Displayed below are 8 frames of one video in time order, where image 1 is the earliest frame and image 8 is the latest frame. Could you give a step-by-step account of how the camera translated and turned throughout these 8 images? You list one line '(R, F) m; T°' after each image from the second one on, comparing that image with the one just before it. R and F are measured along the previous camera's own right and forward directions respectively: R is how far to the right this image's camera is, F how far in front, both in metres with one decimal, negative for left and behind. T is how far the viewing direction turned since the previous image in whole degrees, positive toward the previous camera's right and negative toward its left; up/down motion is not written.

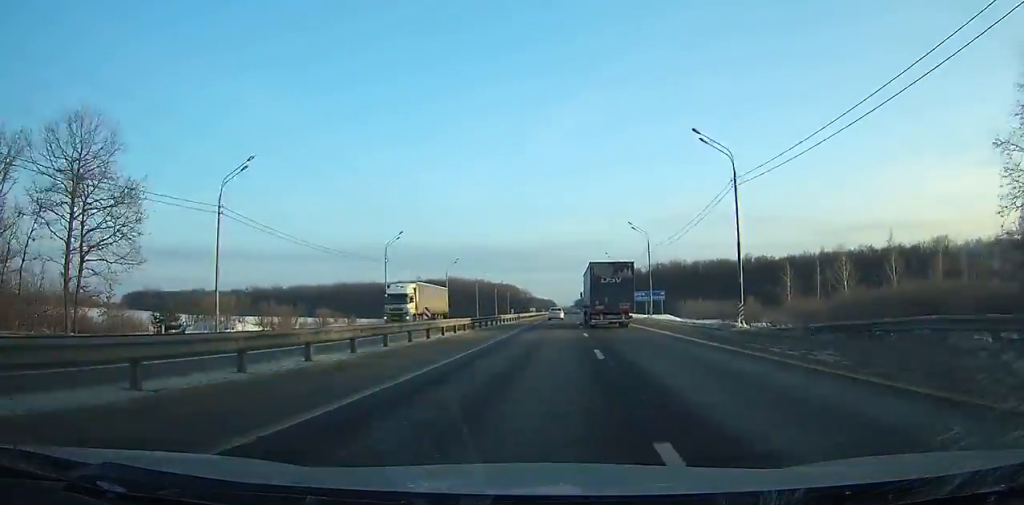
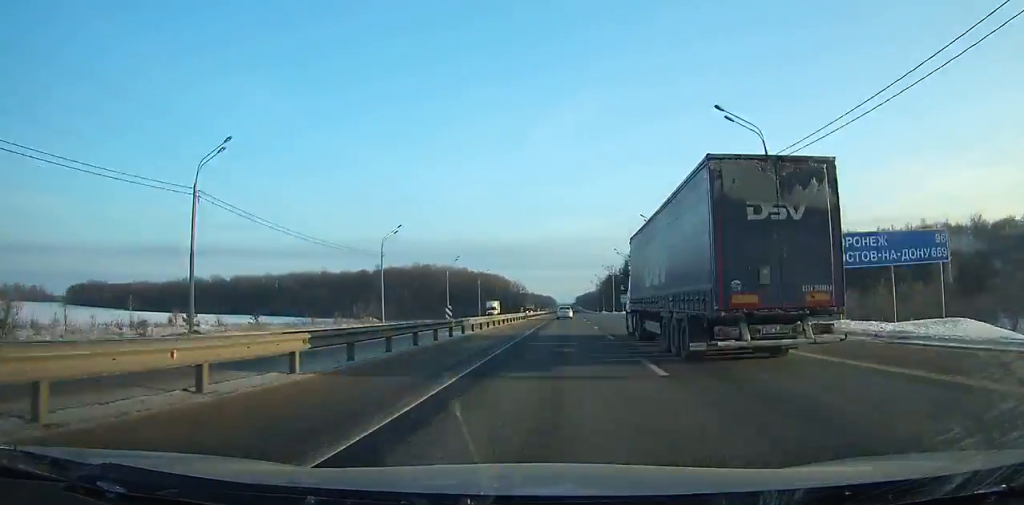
(+0.3, +77.2) m; +1°
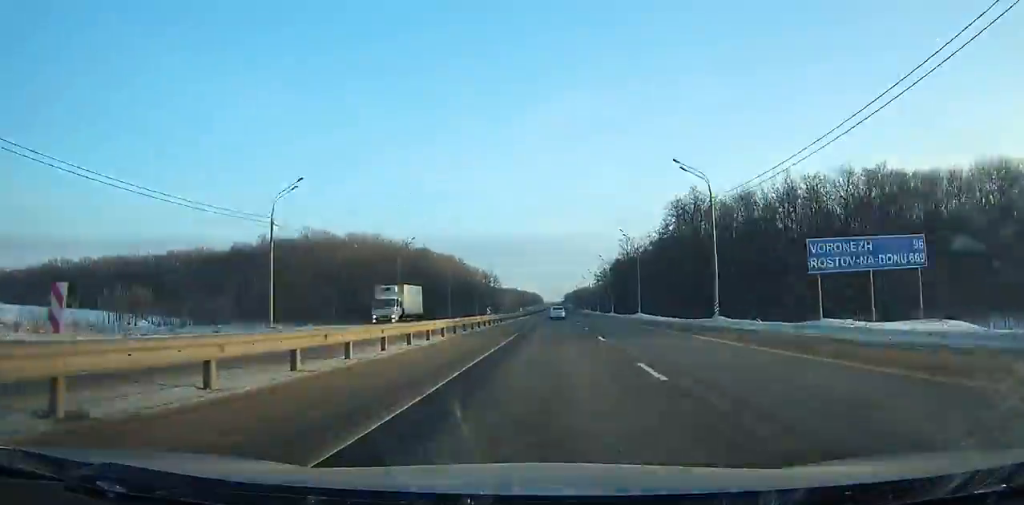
(+0.7, +99.1) m; +1°
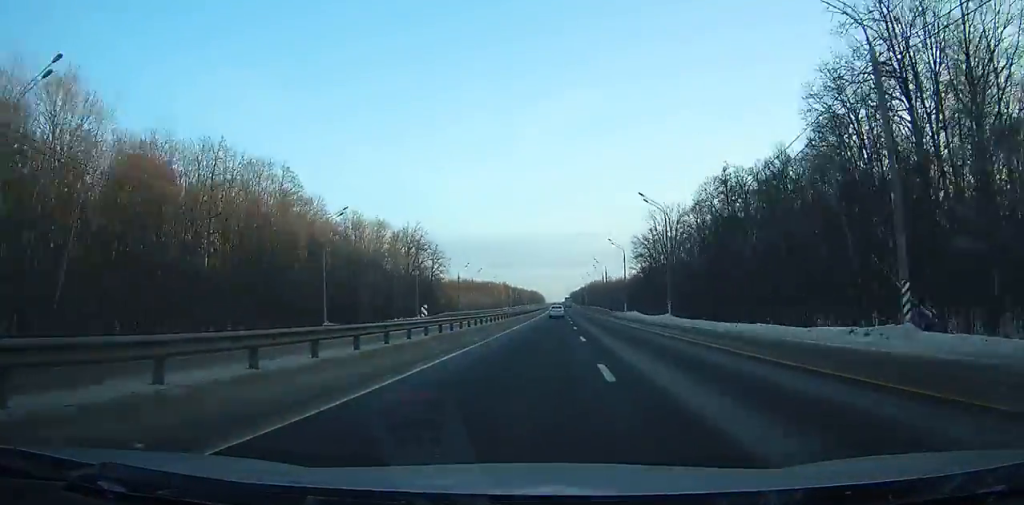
(-0.4, +135.0) m; 0°
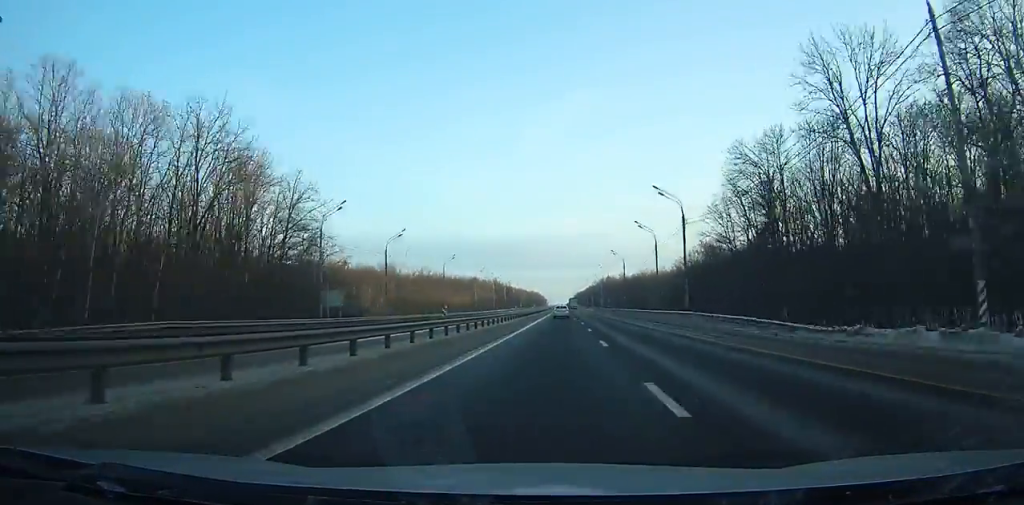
(-0.2, +76.2) m; 0°
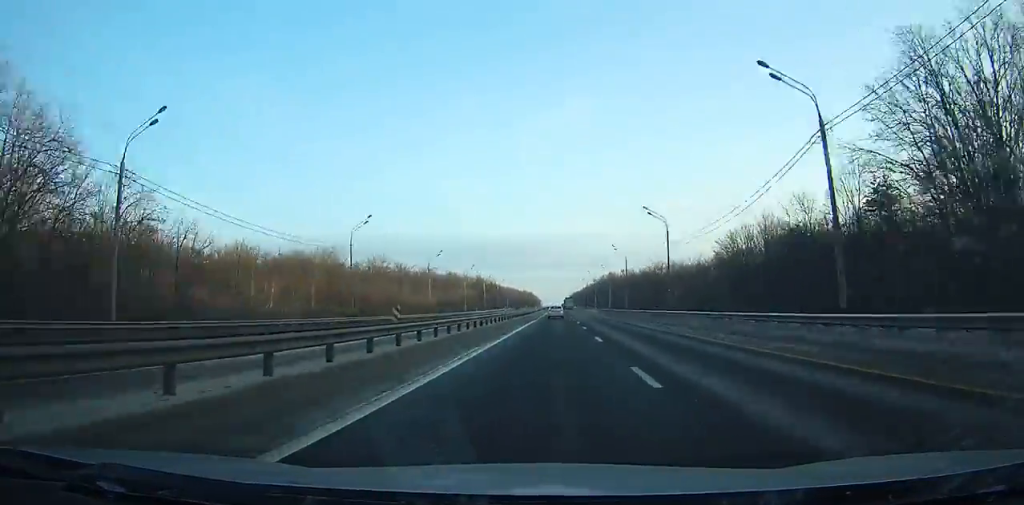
(-0.1, +46.1) m; 0°
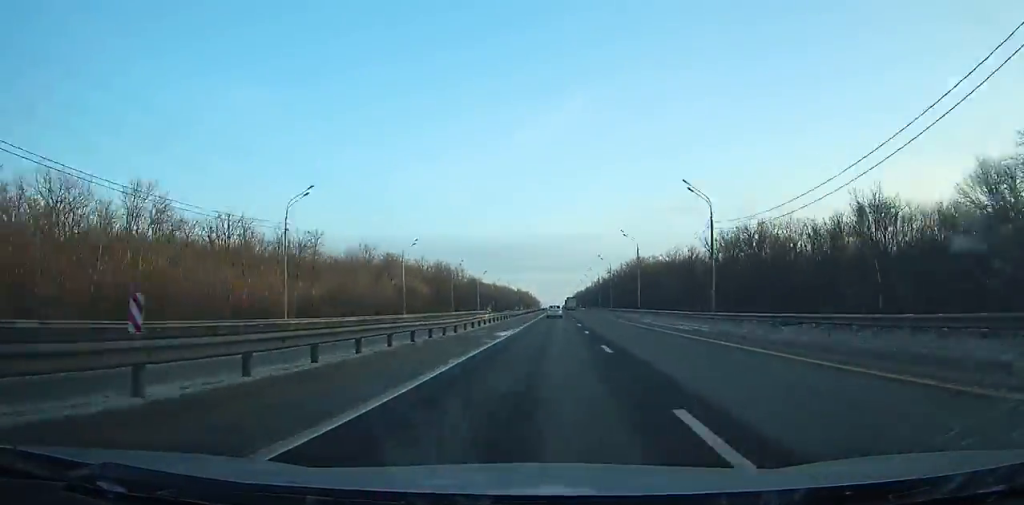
(0.0, +89.7) m; 0°
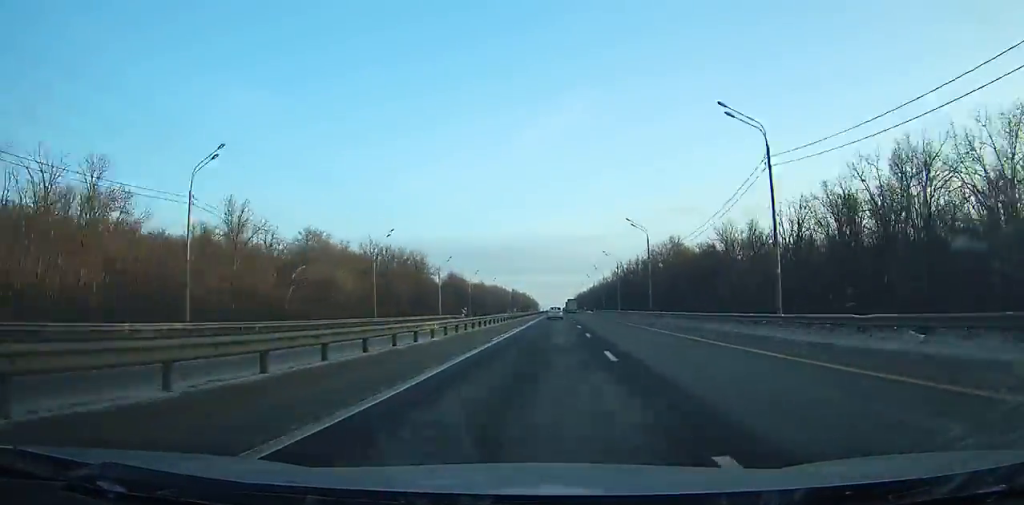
(0.0, +49.9) m; 0°
